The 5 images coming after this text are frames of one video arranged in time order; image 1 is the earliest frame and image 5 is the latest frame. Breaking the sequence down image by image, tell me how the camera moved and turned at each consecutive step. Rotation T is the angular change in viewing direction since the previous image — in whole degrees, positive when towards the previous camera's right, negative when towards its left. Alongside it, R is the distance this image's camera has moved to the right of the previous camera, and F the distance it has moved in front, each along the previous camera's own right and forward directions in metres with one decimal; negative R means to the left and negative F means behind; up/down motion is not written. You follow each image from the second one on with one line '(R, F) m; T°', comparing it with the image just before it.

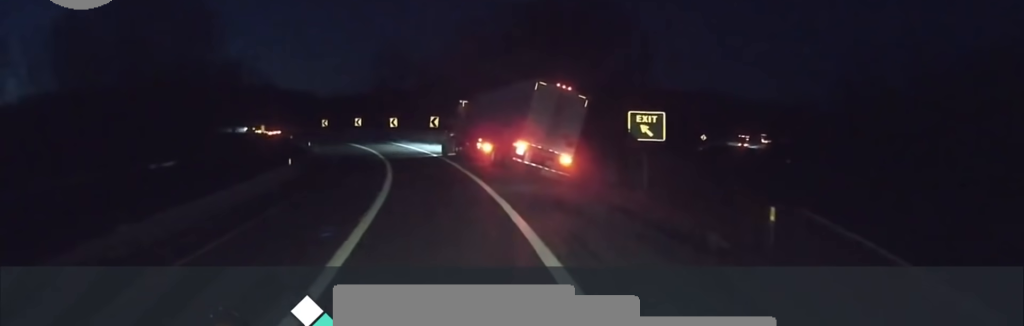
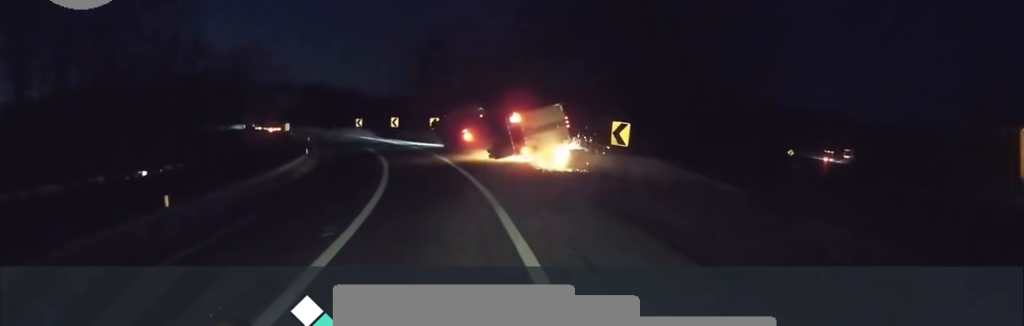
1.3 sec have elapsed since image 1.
(-0.7, +20.8) m; -5°
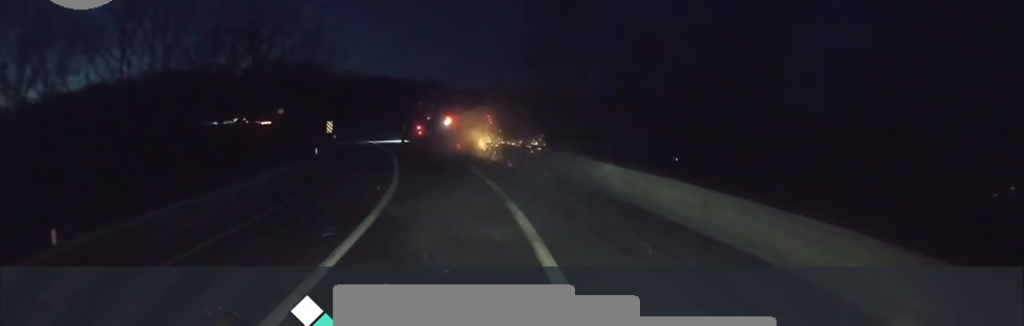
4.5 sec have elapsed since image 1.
(-4.1, +41.2) m; -11°
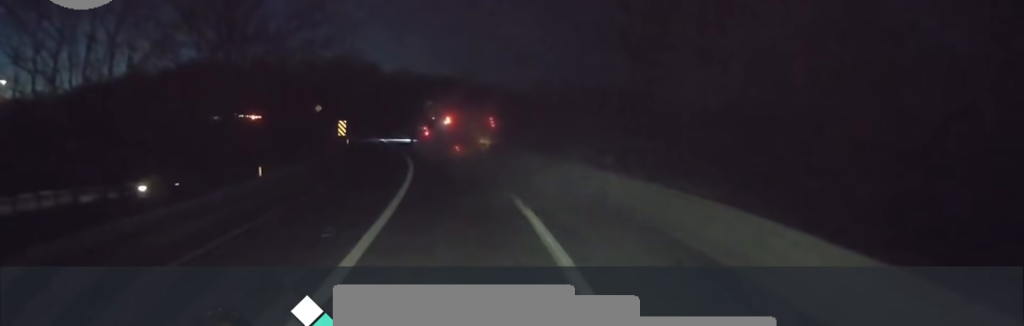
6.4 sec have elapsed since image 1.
(-1.0, +19.5) m; -6°
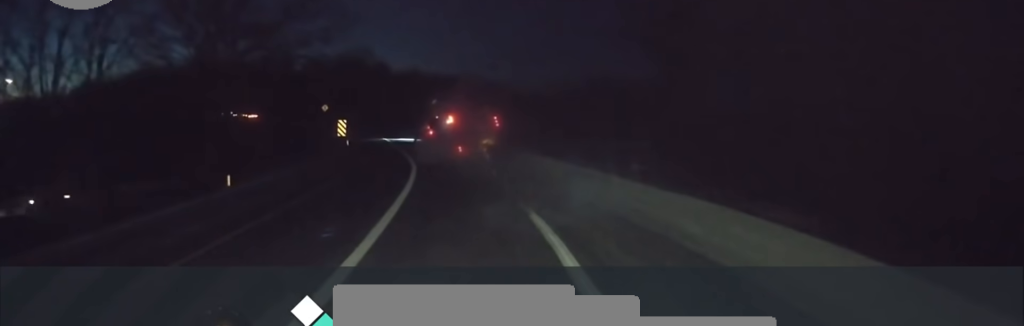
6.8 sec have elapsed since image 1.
(-0.1, +3.8) m; -1°
